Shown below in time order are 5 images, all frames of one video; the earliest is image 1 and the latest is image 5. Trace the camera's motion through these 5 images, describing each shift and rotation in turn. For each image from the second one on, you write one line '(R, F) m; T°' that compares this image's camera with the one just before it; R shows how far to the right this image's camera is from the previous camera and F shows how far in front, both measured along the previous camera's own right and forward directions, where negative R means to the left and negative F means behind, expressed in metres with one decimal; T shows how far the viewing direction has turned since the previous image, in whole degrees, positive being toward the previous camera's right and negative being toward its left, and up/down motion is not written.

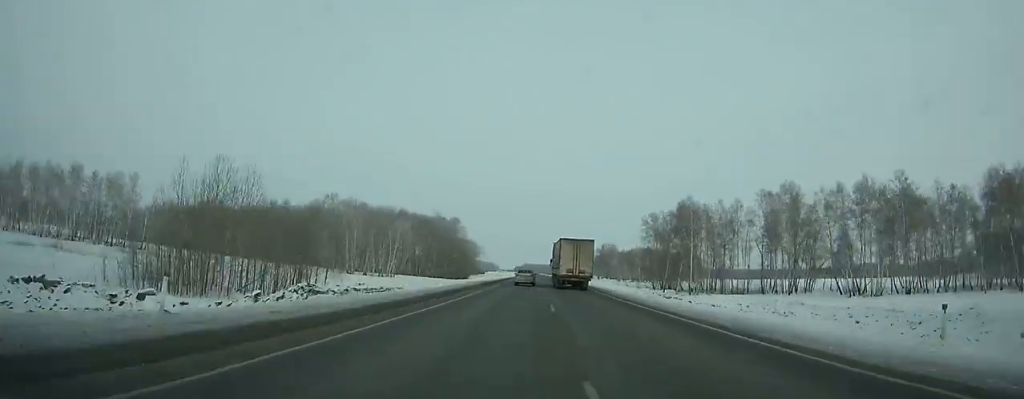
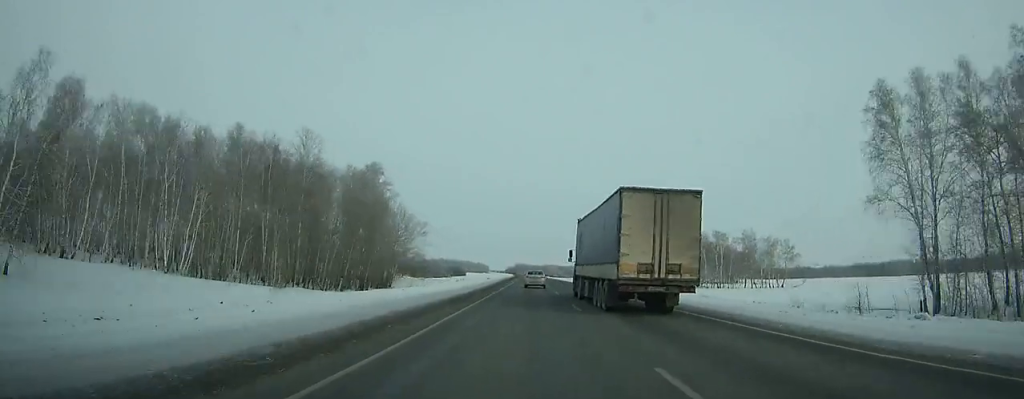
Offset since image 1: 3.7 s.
(+1.0, +112.0) m; +1°
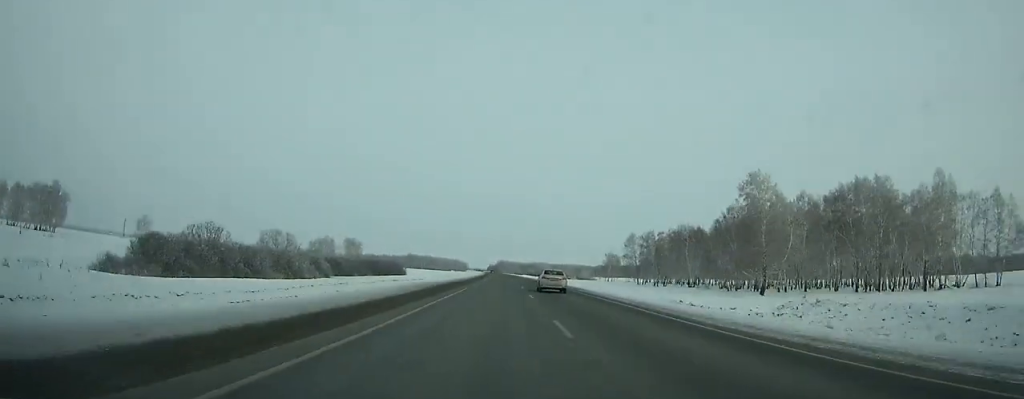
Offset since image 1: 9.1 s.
(+1.0, +166.7) m; 0°
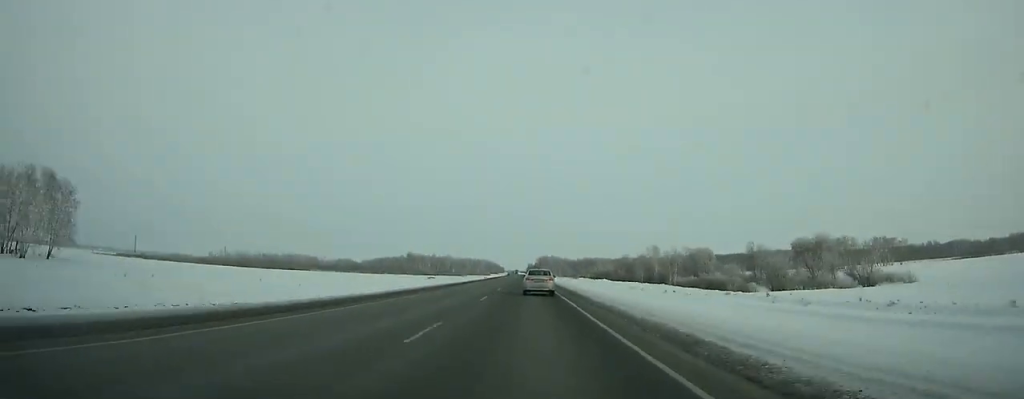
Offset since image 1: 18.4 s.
(-9.8, +276.0) m; -3°
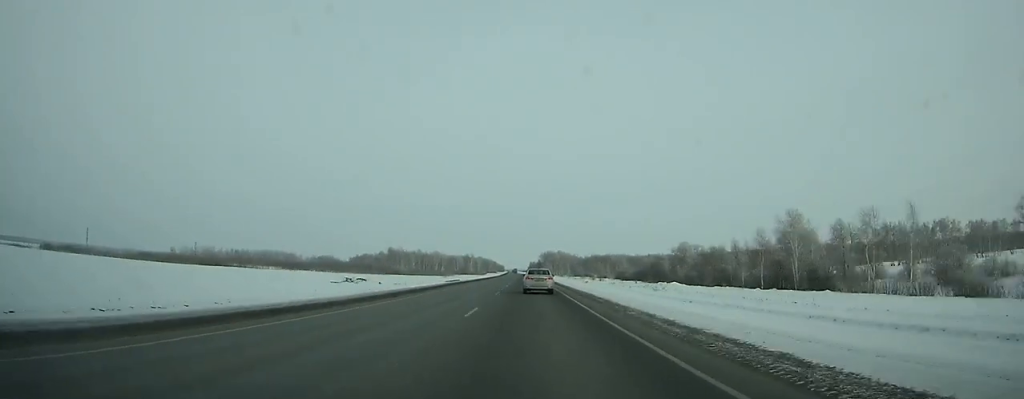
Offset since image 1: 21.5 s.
(-0.3, +90.0) m; 0°
